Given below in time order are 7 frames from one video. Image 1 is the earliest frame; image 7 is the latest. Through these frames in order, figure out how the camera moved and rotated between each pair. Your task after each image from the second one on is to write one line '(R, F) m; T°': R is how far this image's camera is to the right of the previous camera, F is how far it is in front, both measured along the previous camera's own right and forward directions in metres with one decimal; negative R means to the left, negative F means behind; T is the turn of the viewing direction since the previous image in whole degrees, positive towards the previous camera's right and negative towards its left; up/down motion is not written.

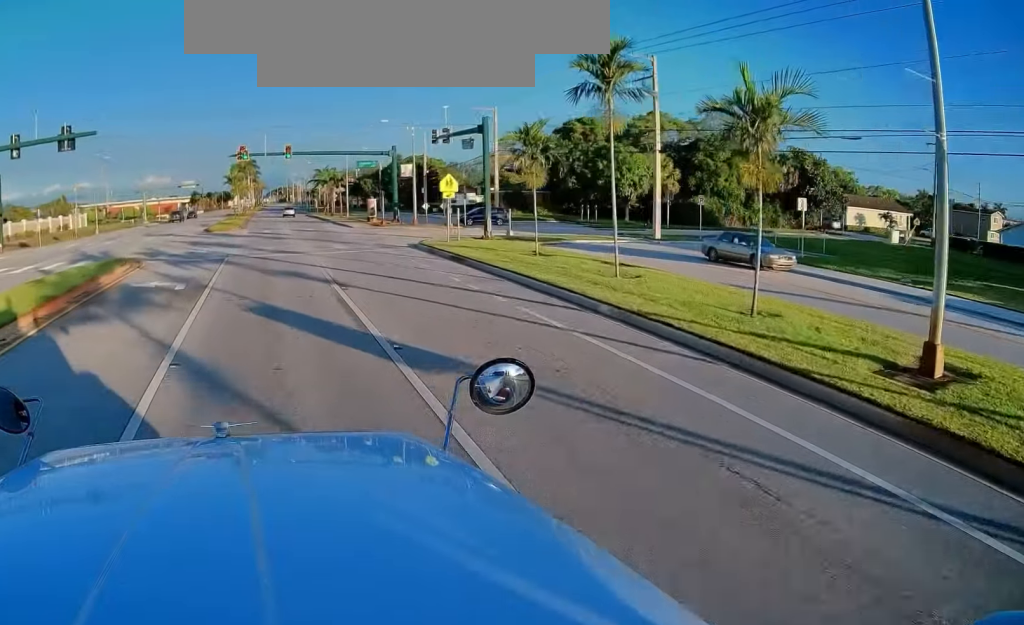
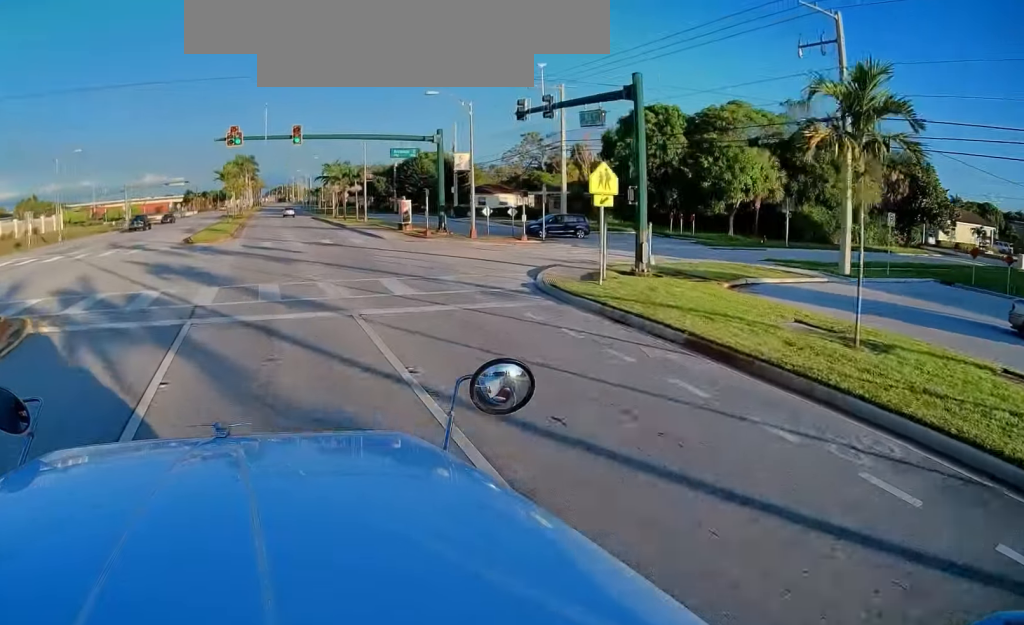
(0.0, +15.4) m; 0°
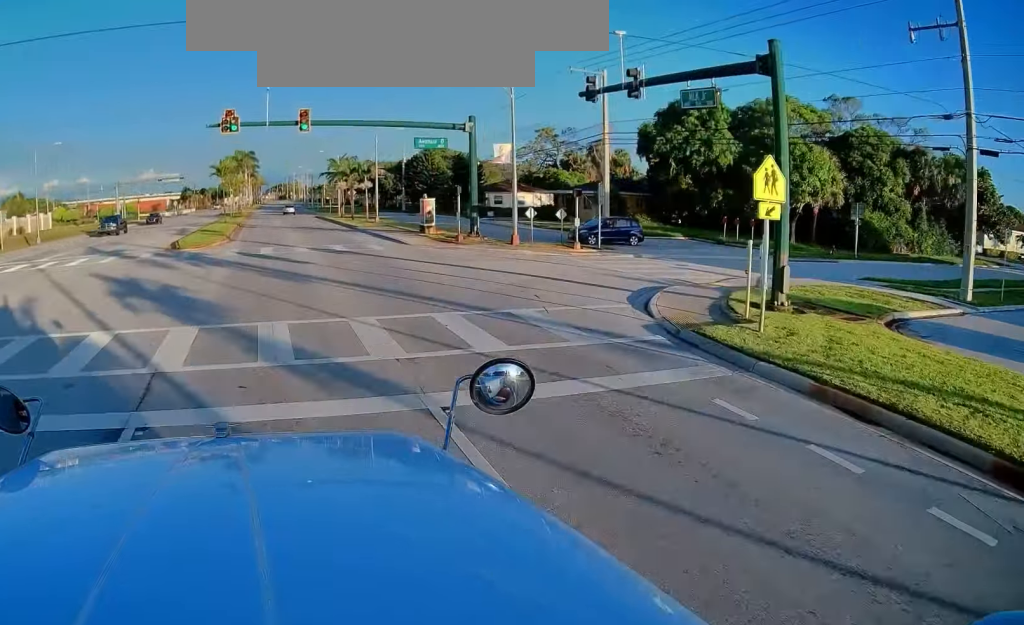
(0.0, +6.6) m; 0°
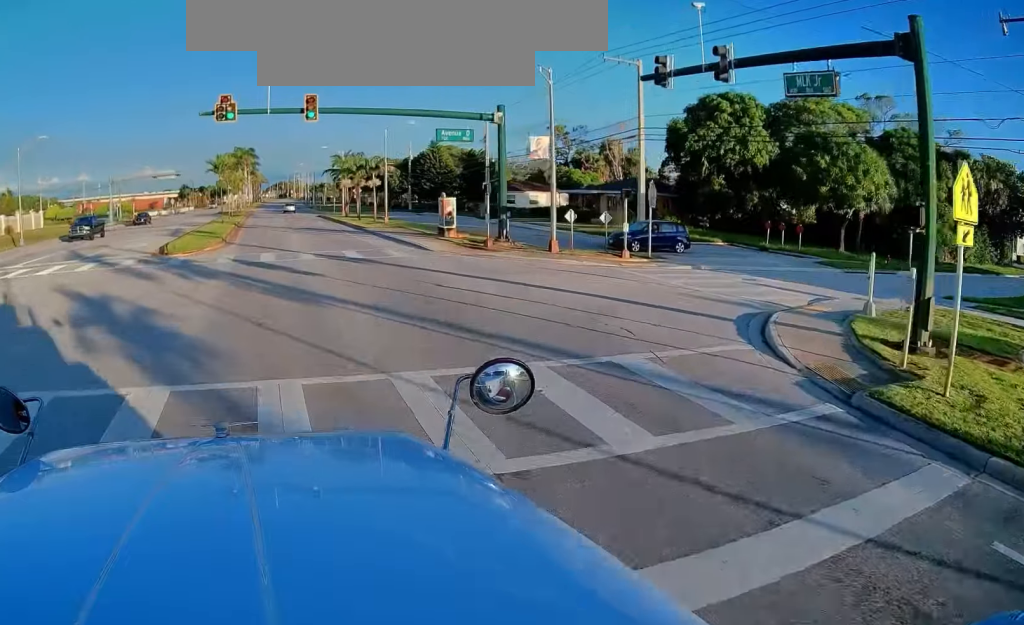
(0.0, +4.4) m; -1°
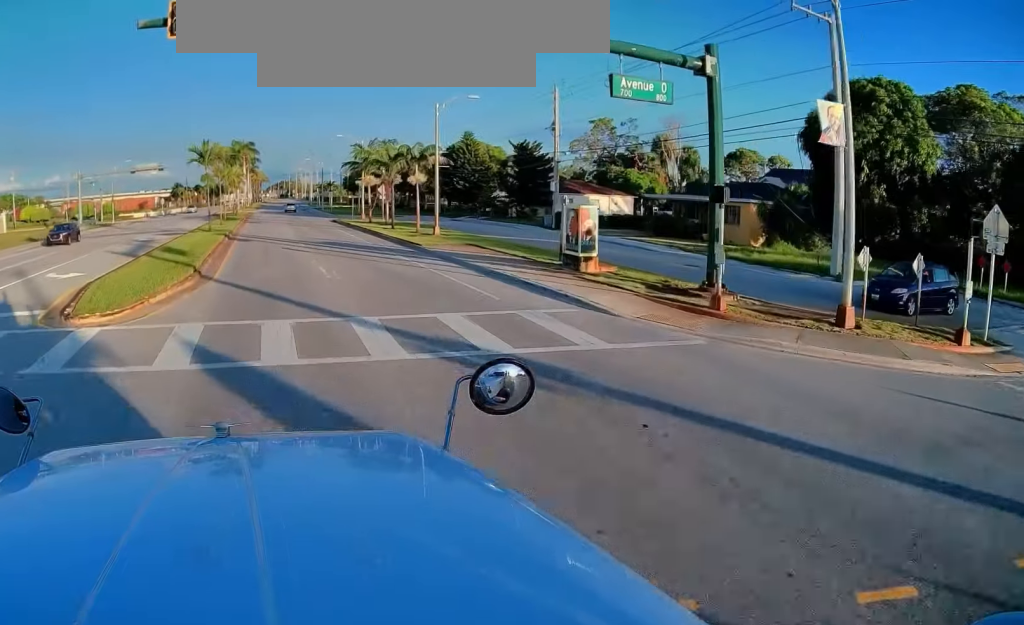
(-0.2, +16.0) m; 0°
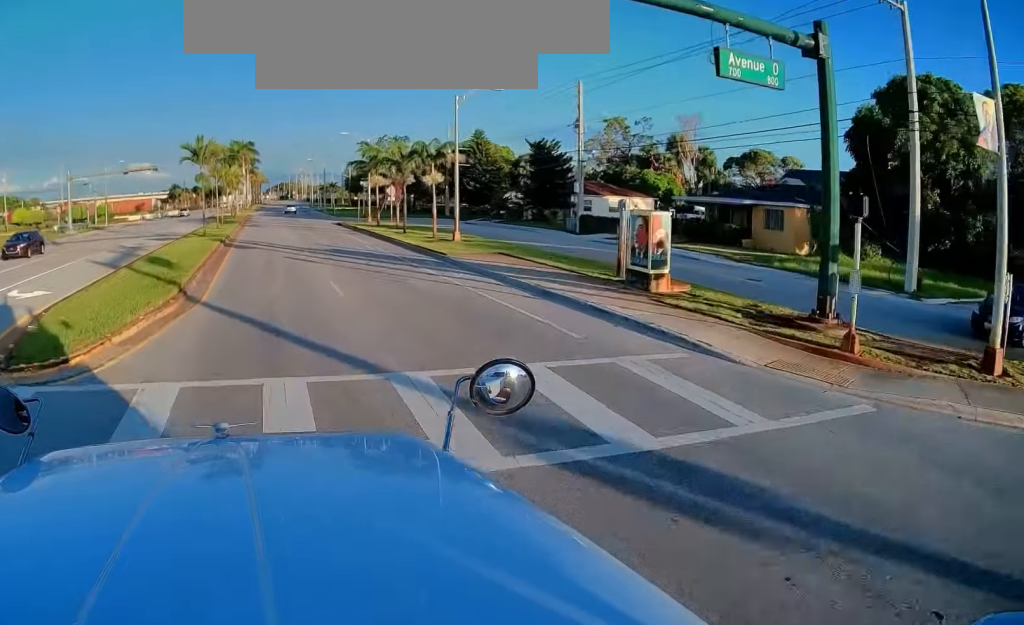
(+0.1, +4.2) m; 0°
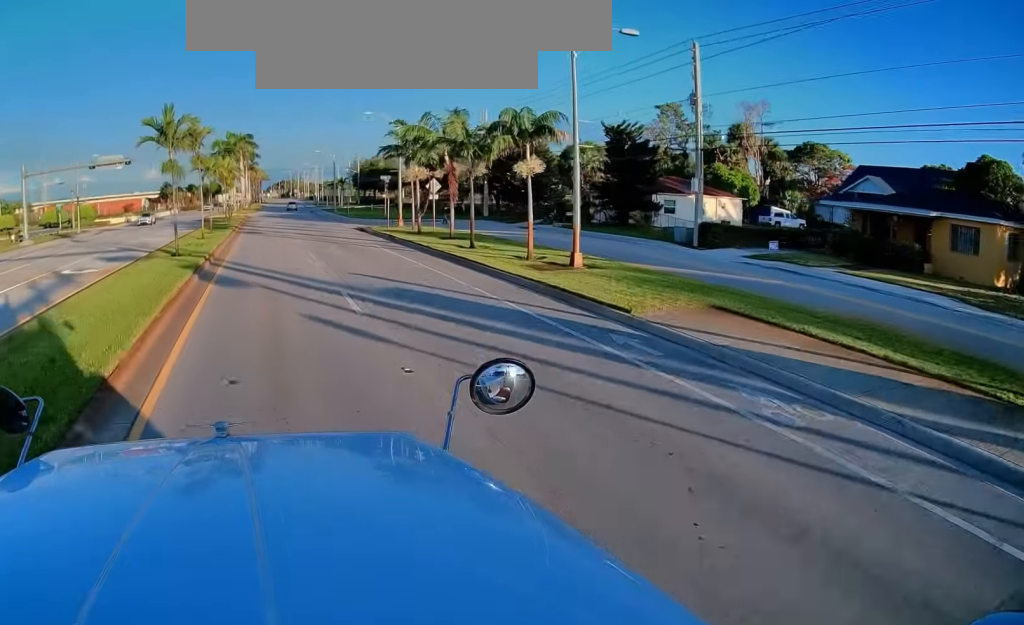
(-0.2, +13.8) m; -1°
